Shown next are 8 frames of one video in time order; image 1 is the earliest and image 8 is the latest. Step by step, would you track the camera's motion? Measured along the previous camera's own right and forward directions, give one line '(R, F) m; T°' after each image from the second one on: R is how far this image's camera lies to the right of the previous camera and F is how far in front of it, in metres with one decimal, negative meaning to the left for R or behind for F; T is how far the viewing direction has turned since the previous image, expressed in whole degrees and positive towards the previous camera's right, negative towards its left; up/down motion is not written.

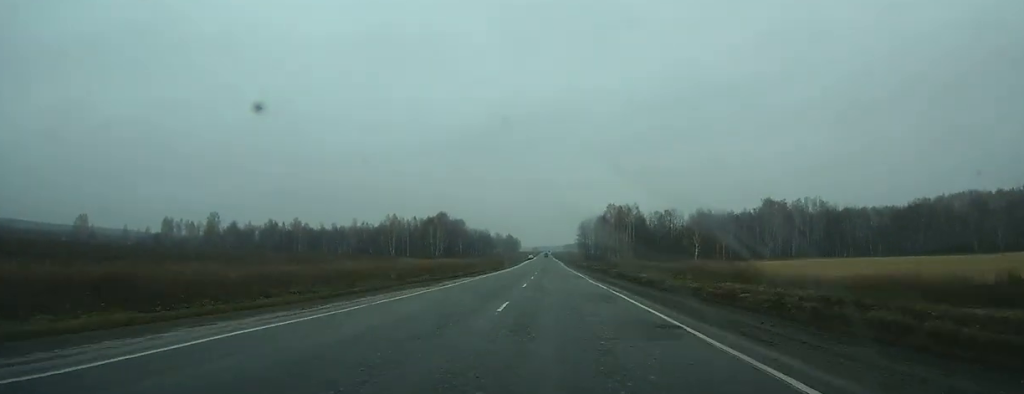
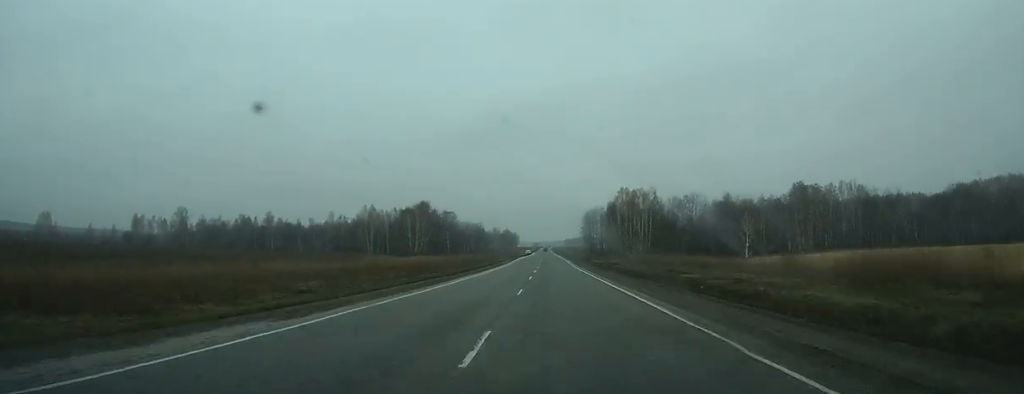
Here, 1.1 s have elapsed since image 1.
(0.0, +32.3) m; 0°
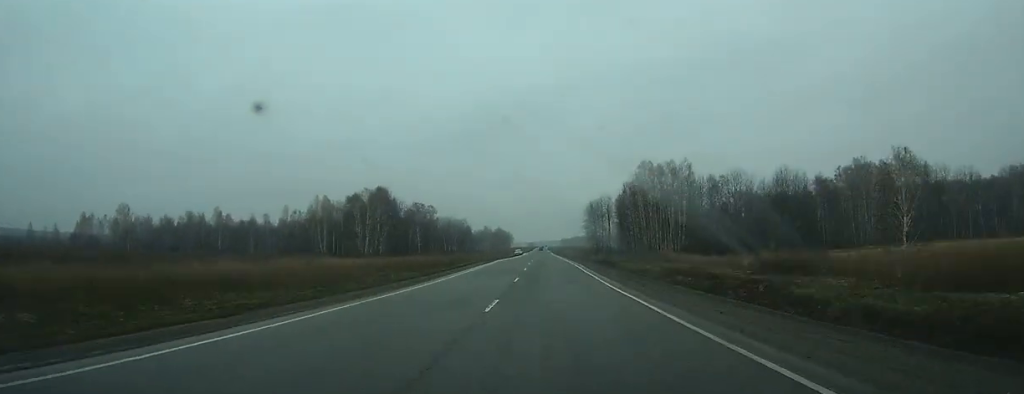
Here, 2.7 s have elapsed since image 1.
(+0.1, +43.9) m; 0°
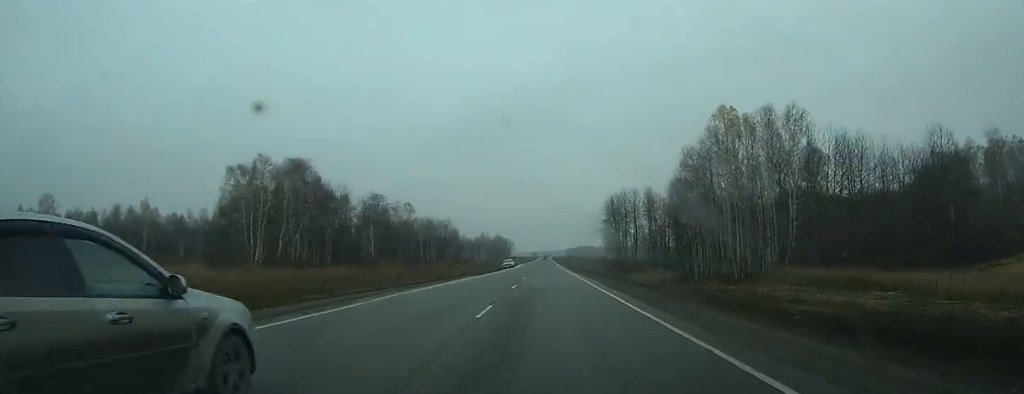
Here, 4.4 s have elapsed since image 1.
(-0.2, +48.8) m; 0°
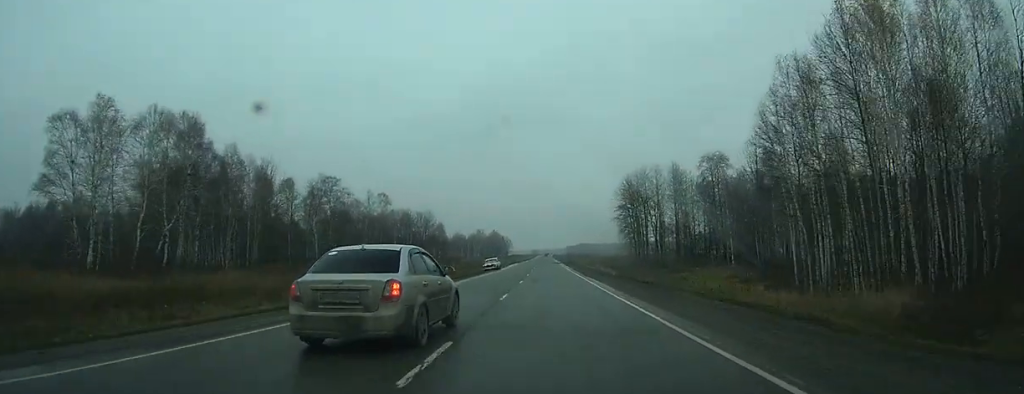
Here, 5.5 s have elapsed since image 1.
(0.0, +29.7) m; 0°
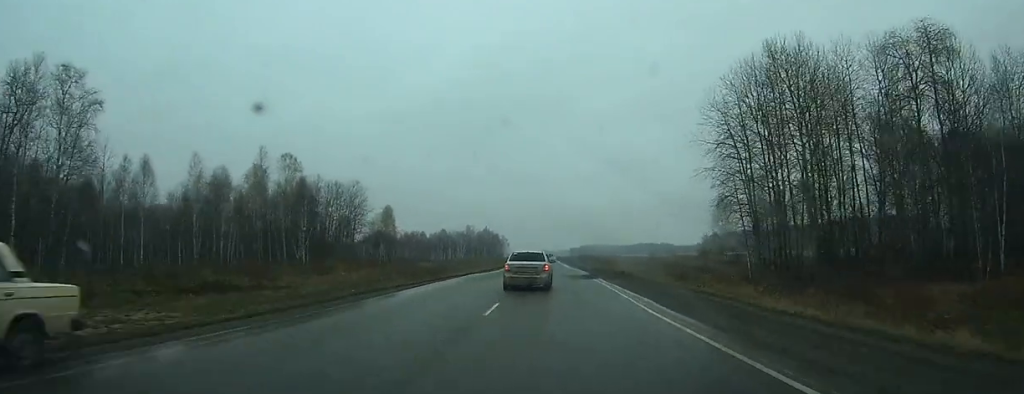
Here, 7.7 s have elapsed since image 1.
(-0.1, +63.4) m; 0°
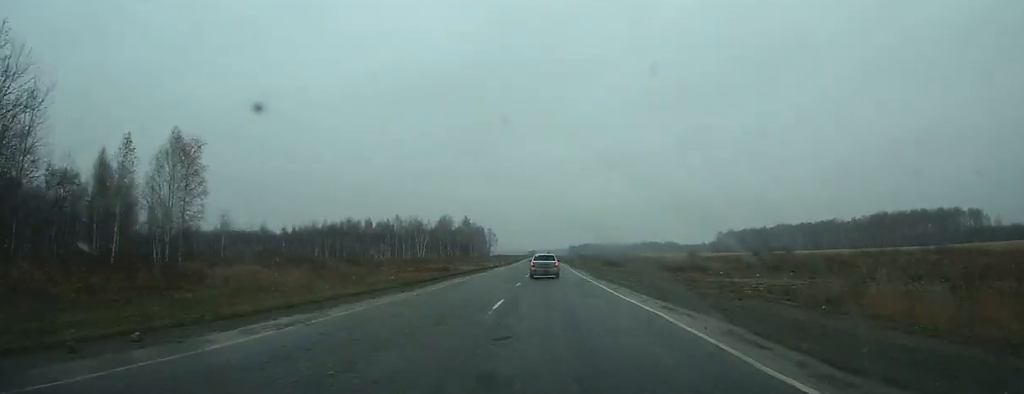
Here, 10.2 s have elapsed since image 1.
(0.0, +73.9) m; 0°
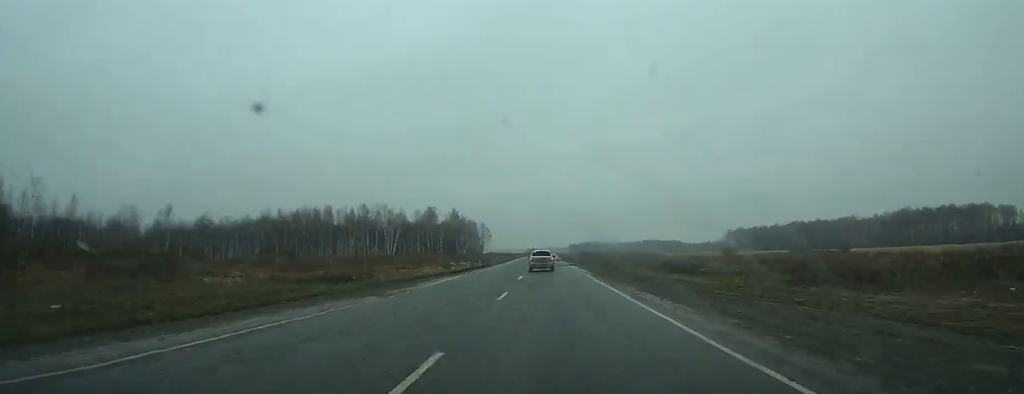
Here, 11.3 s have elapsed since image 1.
(0.0, +35.1) m; 0°
